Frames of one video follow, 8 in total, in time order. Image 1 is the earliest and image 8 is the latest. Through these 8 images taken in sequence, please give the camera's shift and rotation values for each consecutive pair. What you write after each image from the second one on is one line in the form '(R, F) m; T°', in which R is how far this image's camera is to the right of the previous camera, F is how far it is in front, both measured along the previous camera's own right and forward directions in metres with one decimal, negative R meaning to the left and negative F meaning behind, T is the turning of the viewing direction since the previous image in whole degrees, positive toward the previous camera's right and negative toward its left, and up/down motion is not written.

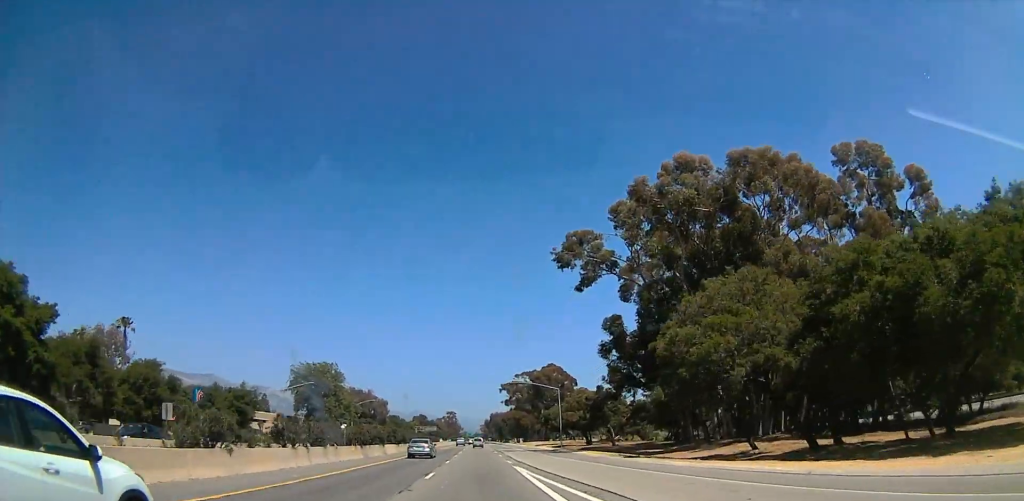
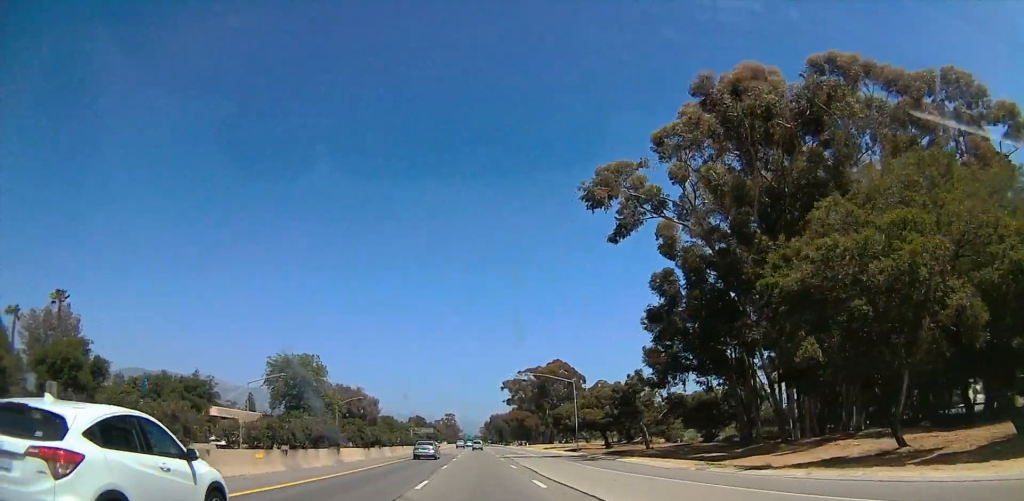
(0.0, +19.1) m; 0°
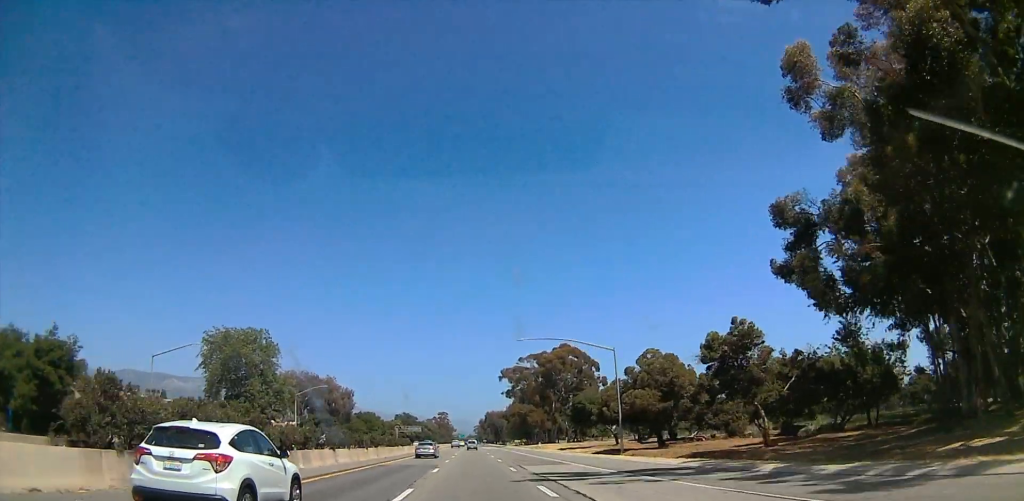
(0.0, +33.3) m; 0°
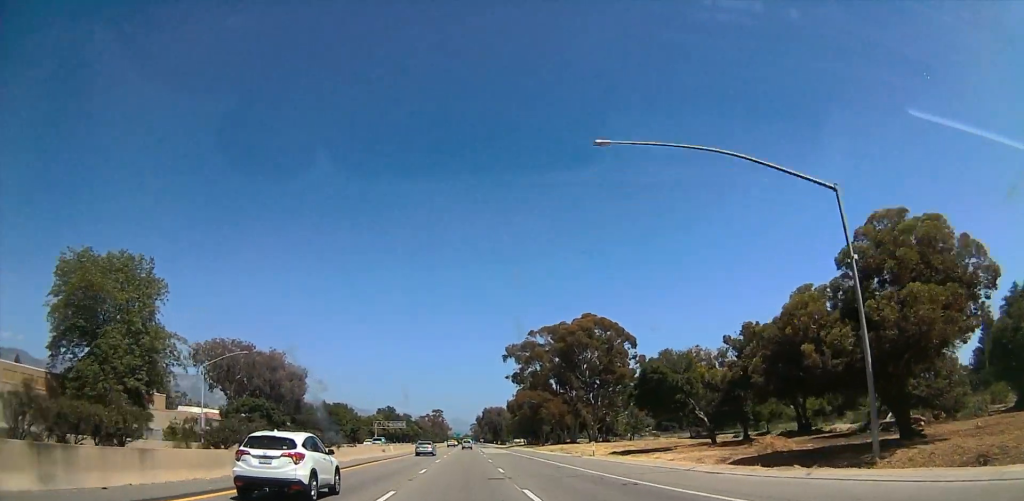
(0.0, +44.4) m; 0°
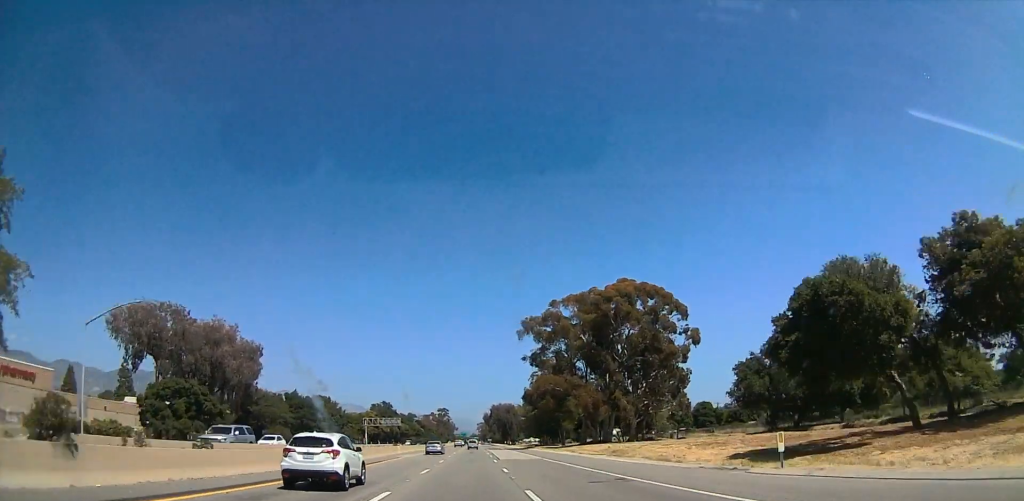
(0.0, +30.1) m; 0°
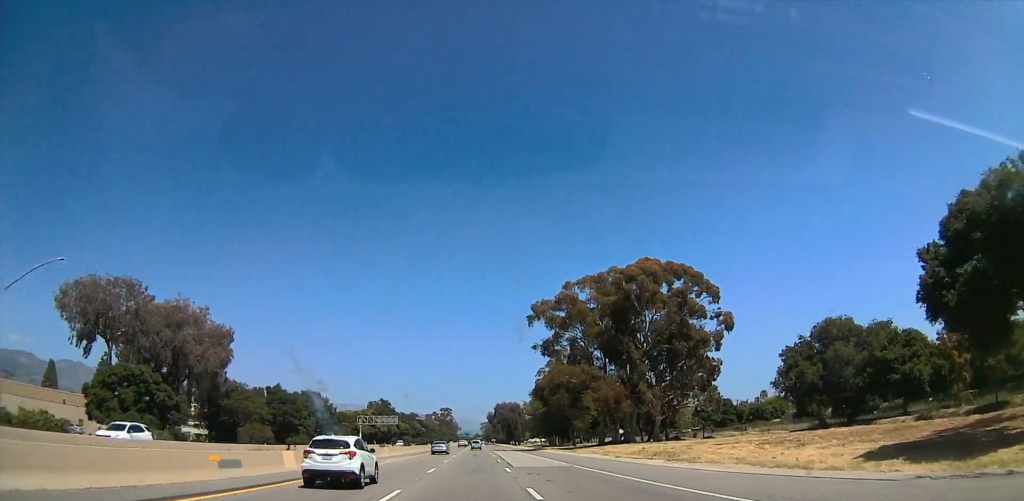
(0.0, +13.2) m; 0°
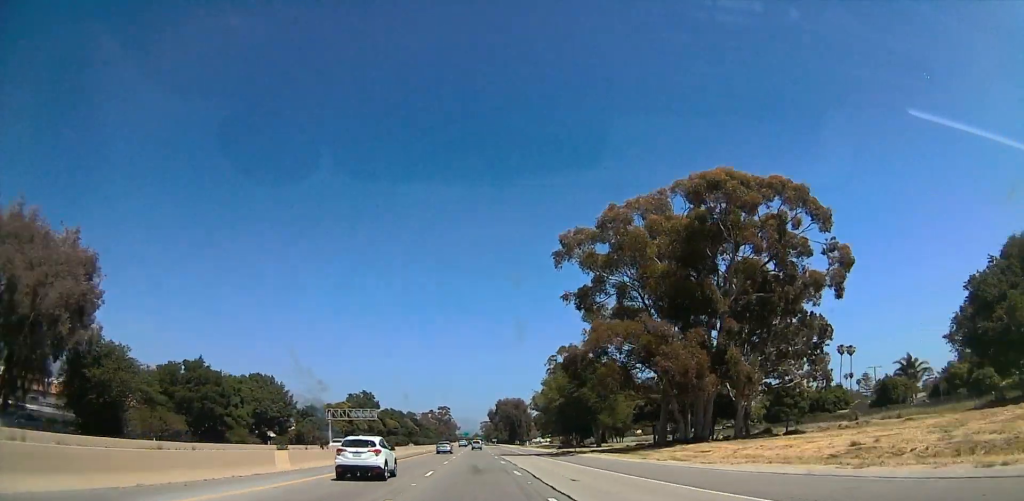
(0.0, +32.9) m; 0°
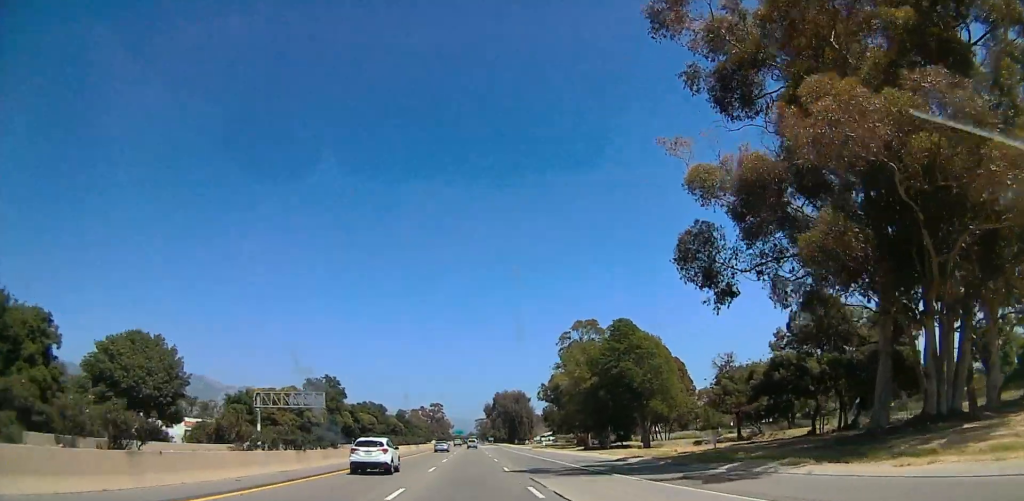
(0.0, +39.5) m; 0°
